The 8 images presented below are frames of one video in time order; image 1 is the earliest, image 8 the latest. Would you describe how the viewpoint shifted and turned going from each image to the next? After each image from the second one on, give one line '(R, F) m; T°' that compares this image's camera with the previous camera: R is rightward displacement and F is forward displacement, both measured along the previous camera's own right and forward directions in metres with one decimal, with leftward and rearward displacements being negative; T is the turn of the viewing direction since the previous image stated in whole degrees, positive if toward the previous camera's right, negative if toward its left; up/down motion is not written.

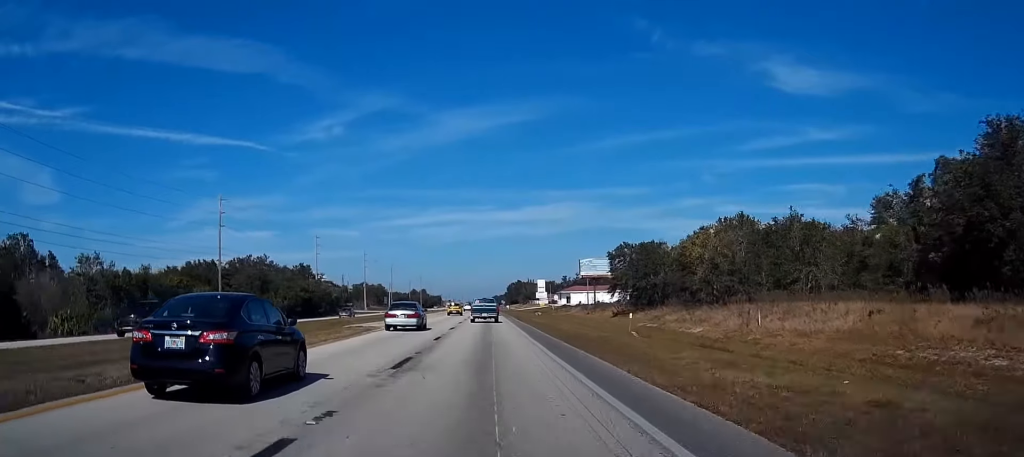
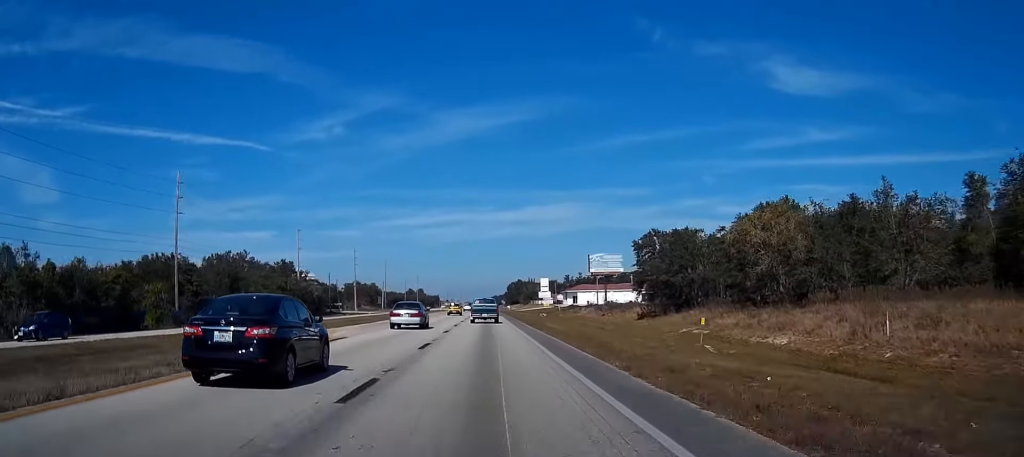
(0.0, +18.3) m; 0°
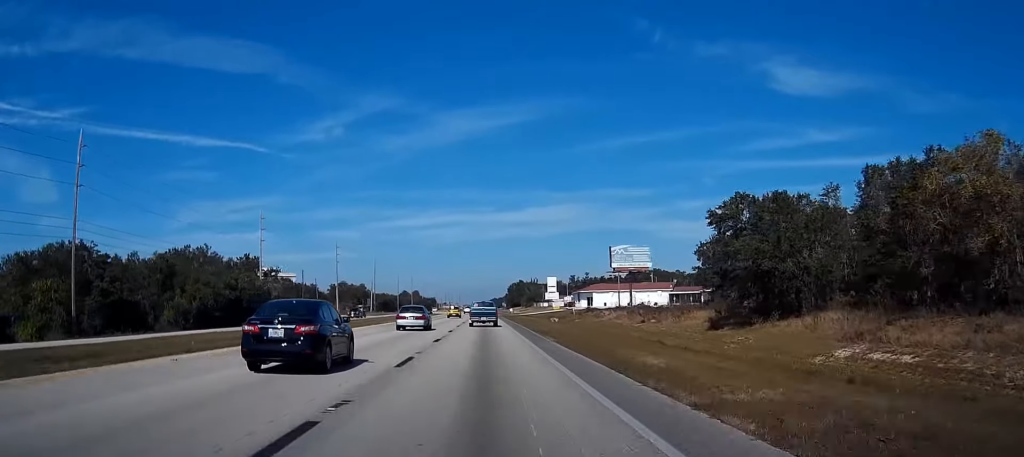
(+0.1, +28.6) m; 0°
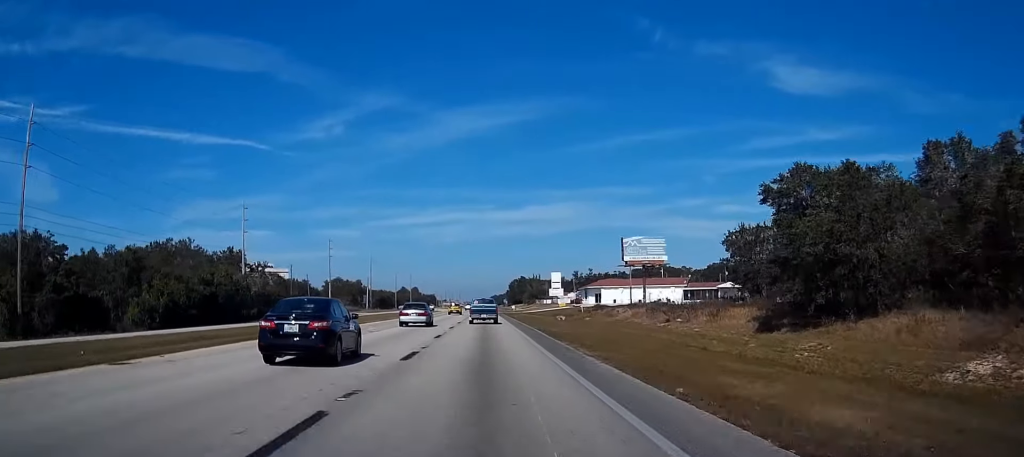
(0.0, +11.2) m; 0°
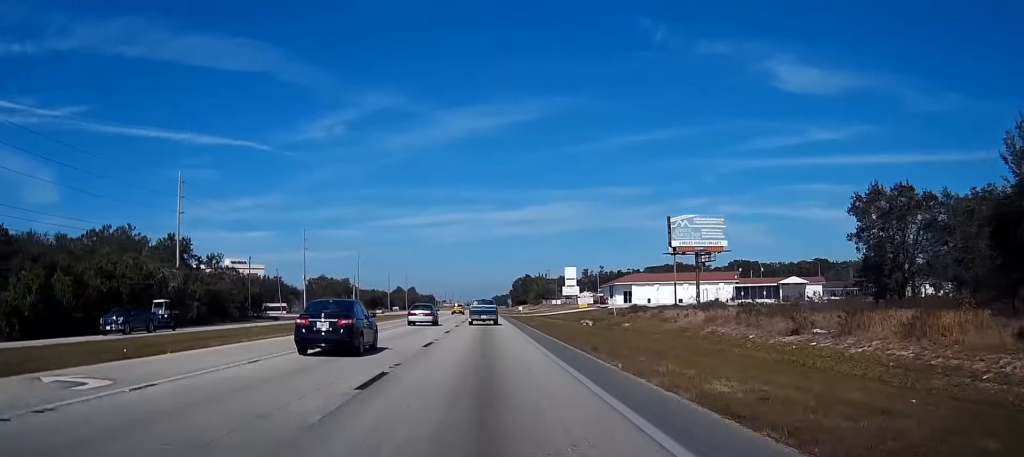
(-0.1, +30.9) m; 0°
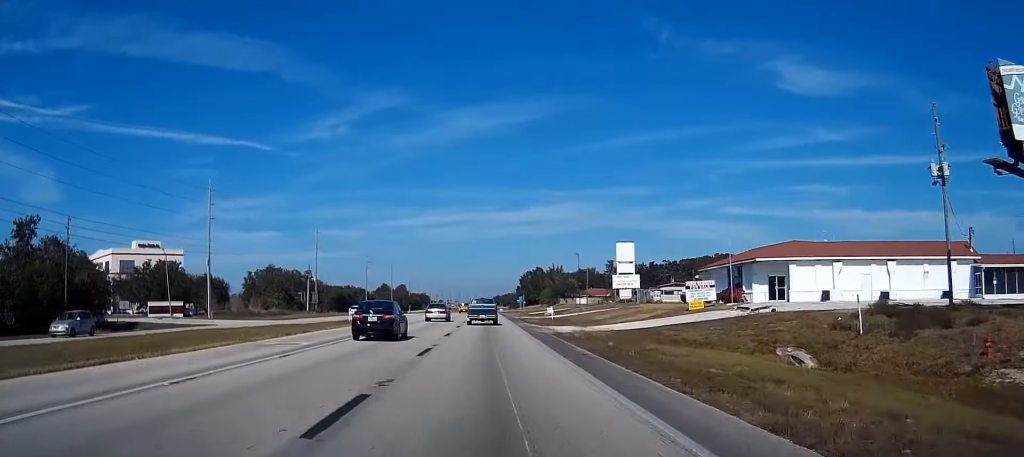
(+0.2, +64.1) m; 0°
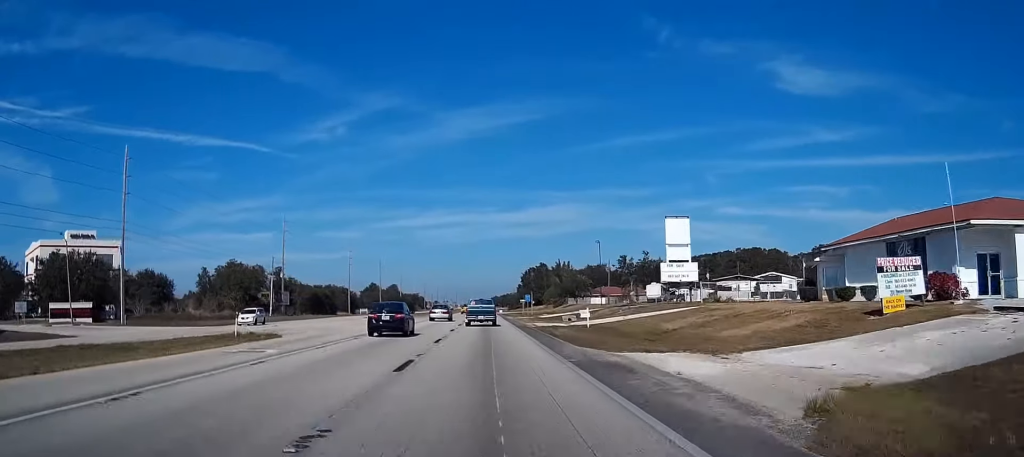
(0.0, +29.1) m; 0°
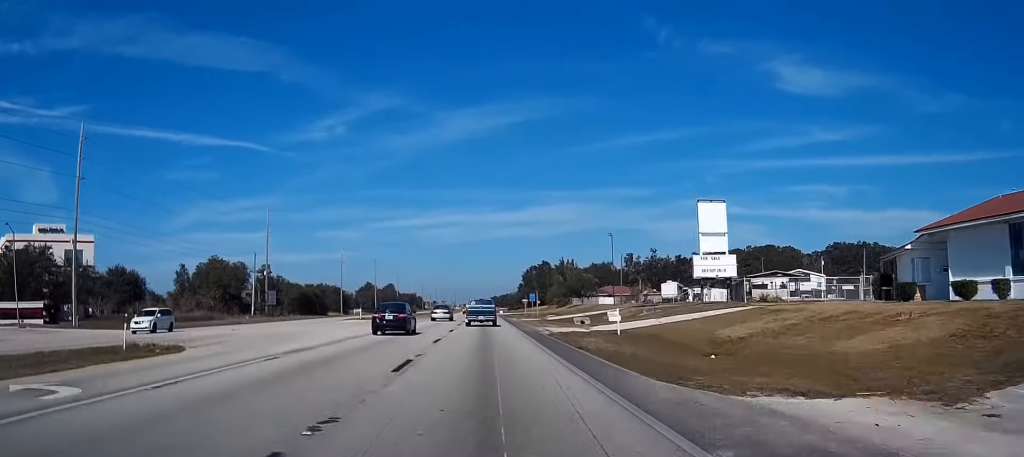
(0.0, +11.6) m; 0°
